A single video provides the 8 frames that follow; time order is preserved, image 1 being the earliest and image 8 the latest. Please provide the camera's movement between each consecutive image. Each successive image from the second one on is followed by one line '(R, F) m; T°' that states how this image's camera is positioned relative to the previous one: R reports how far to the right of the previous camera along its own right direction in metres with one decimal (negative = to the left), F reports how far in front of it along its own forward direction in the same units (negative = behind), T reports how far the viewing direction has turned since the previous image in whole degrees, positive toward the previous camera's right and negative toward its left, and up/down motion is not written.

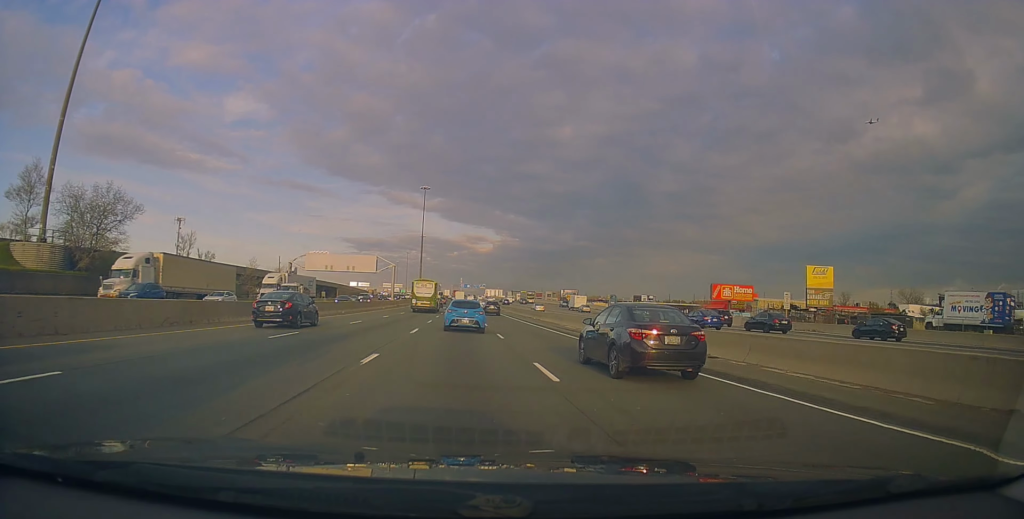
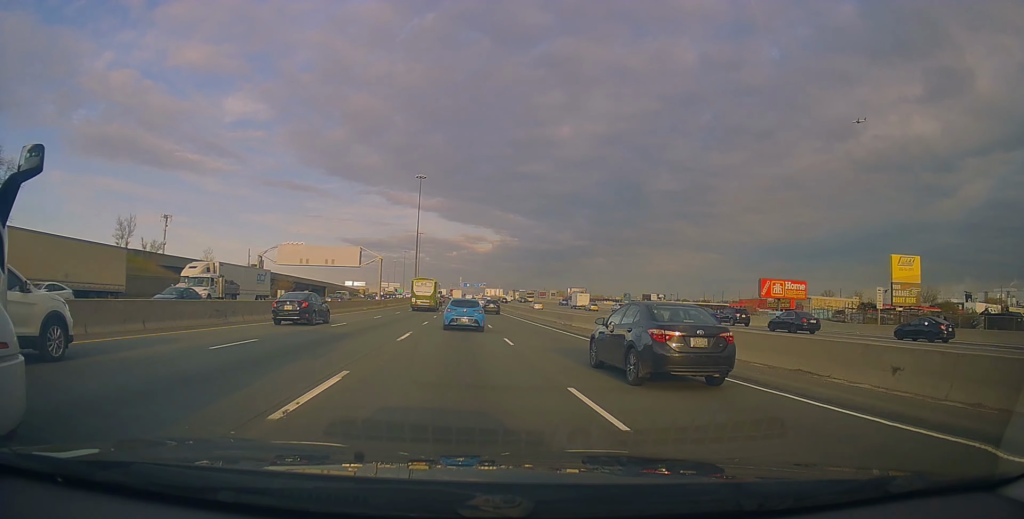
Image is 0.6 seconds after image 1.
(0.0, +16.5) m; 0°
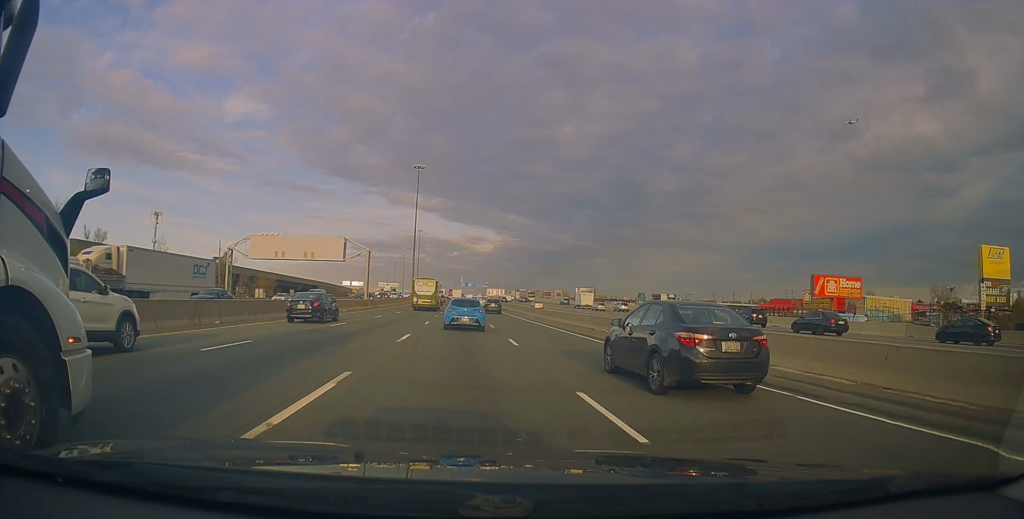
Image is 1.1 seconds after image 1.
(-0.2, +13.3) m; 0°
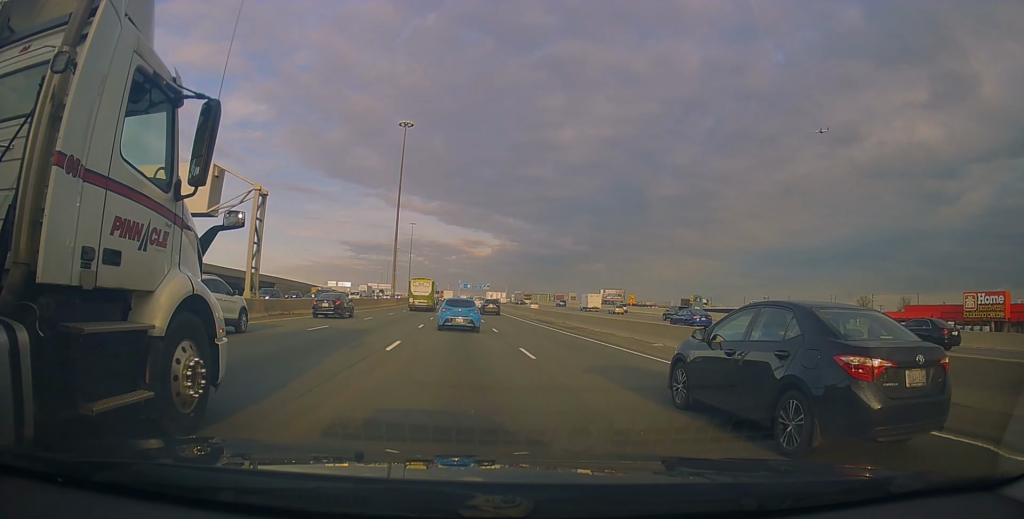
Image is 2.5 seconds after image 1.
(+0.3, +40.0) m; +1°
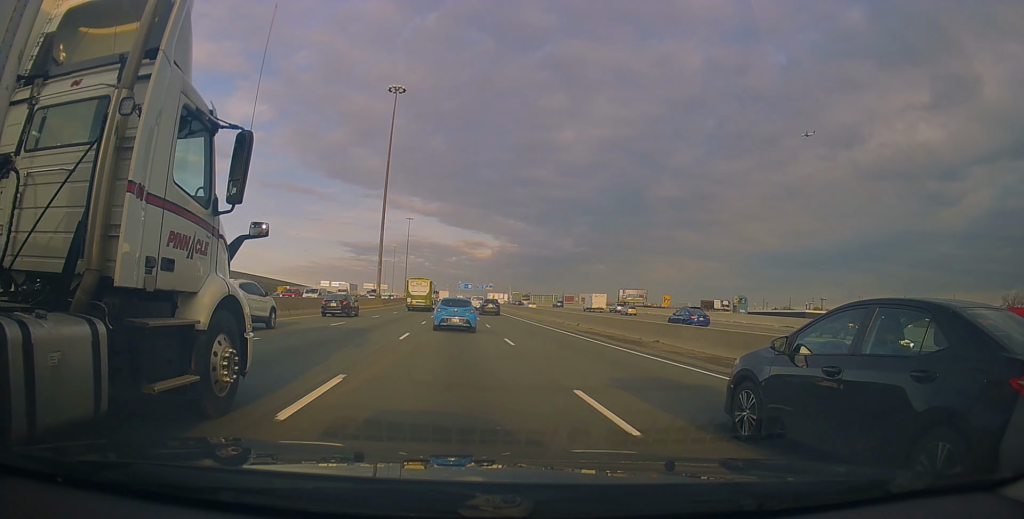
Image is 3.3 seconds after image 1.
(0.0, +20.3) m; 0°
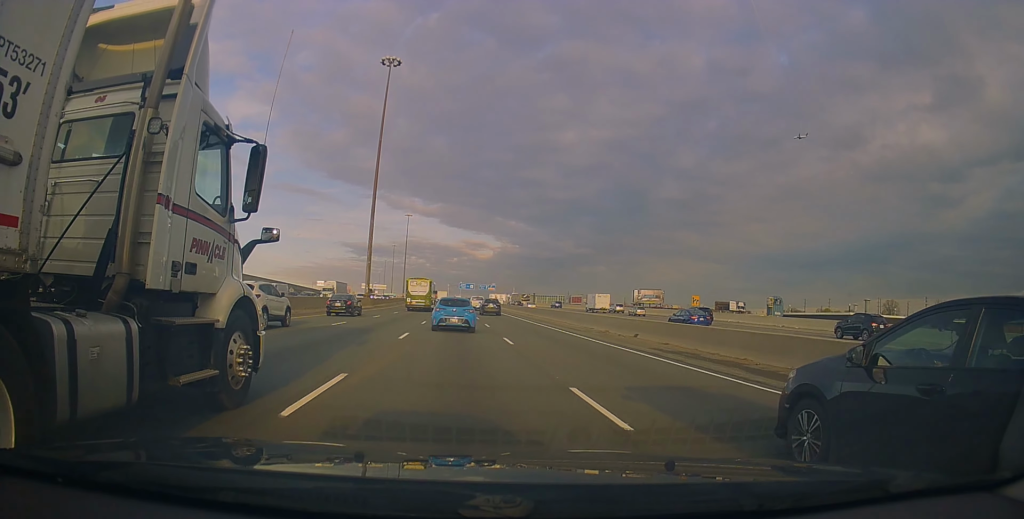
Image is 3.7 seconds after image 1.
(0.0, +12.0) m; 0°
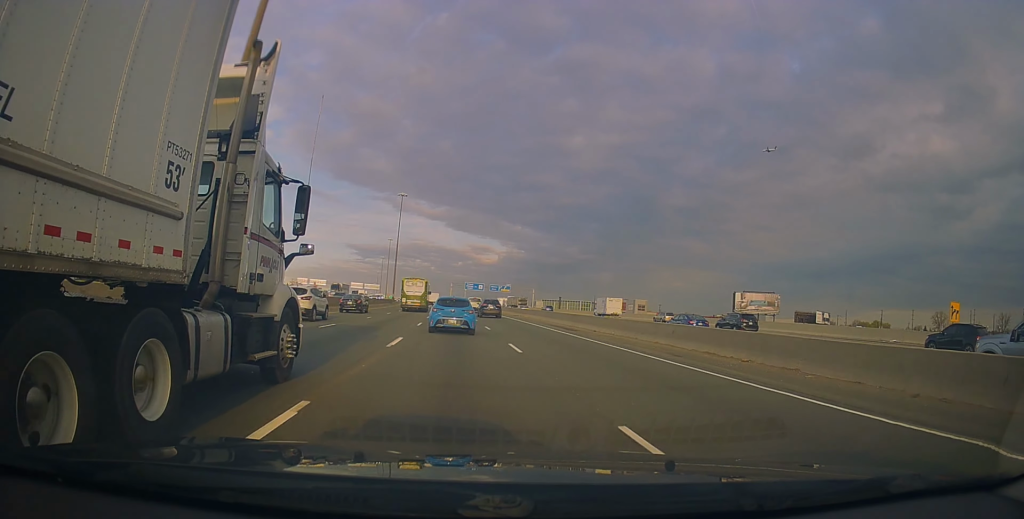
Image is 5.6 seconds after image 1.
(-0.9, +51.7) m; -1°
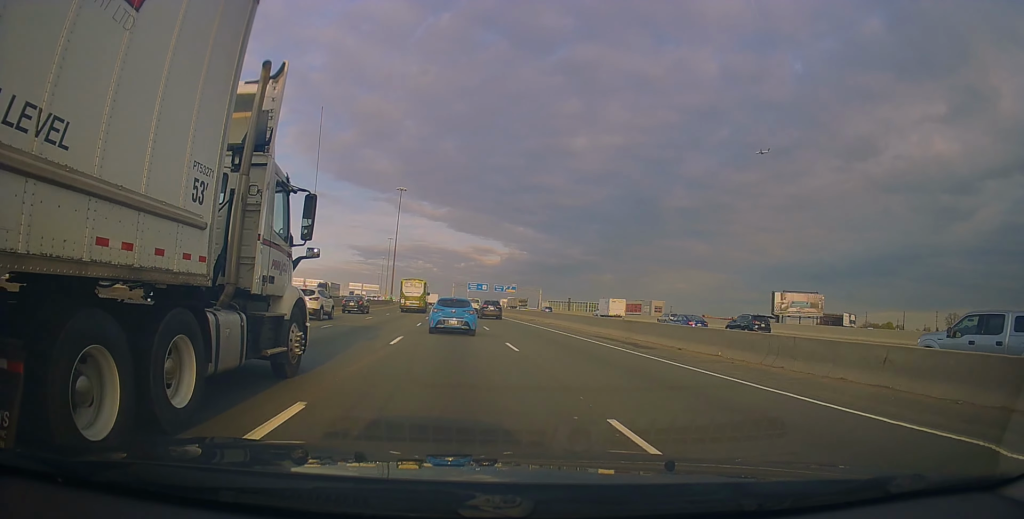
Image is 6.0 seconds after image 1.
(+0.3, +12.4) m; 0°
